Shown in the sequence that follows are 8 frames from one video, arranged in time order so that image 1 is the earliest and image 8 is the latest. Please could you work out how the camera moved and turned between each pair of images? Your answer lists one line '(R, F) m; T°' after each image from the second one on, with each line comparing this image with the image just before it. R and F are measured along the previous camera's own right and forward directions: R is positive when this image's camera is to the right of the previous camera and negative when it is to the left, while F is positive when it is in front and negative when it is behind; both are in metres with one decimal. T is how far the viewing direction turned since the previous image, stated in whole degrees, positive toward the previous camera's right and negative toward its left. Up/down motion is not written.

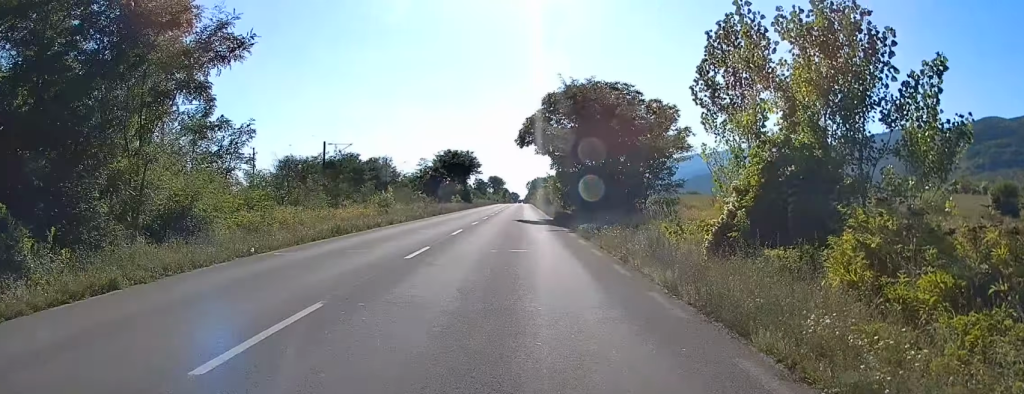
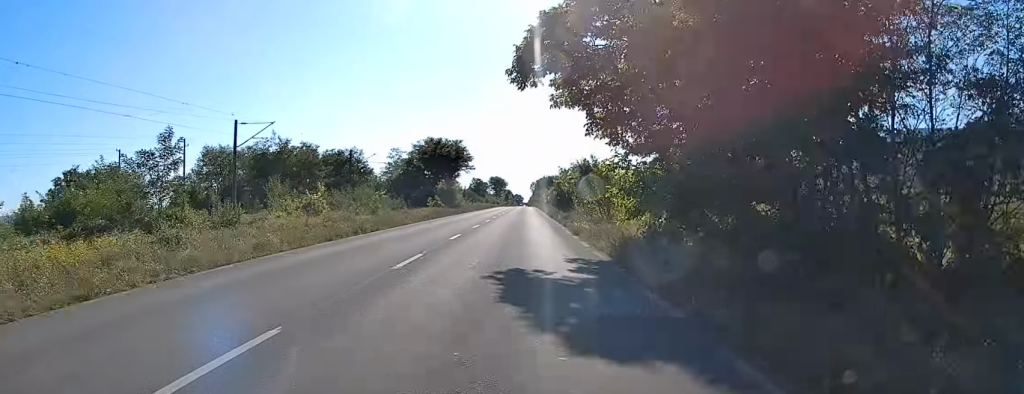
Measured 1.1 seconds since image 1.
(0.0, +28.2) m; 0°
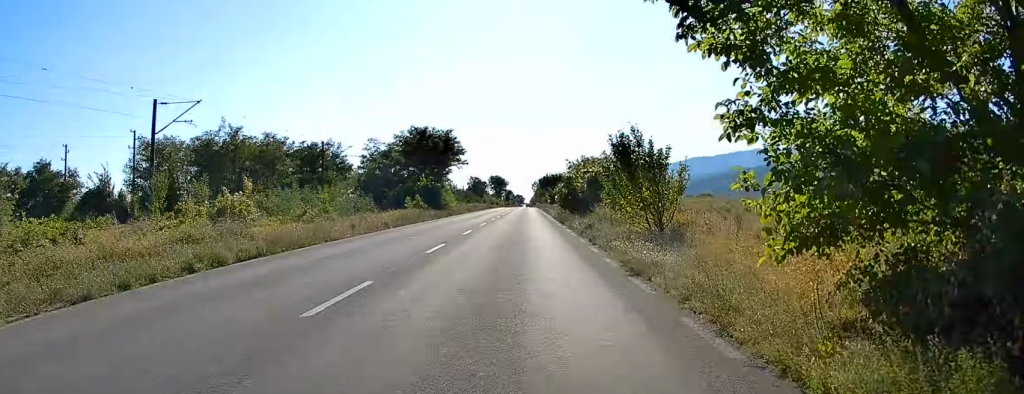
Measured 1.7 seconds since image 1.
(0.0, +14.0) m; 0°
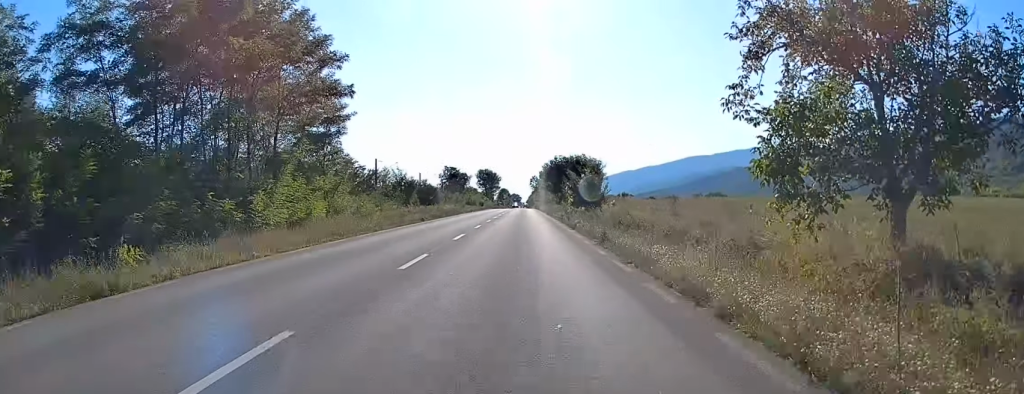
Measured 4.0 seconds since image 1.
(0.0, +57.7) m; 0°
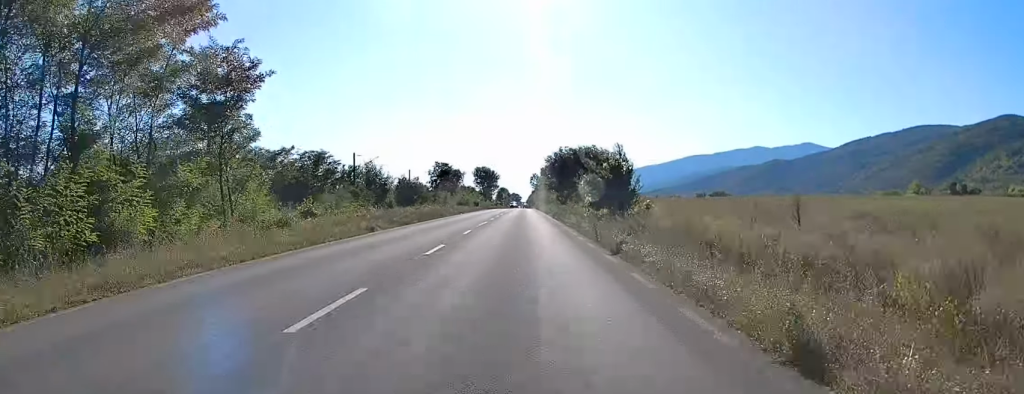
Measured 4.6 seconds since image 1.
(0.0, +14.6) m; 0°
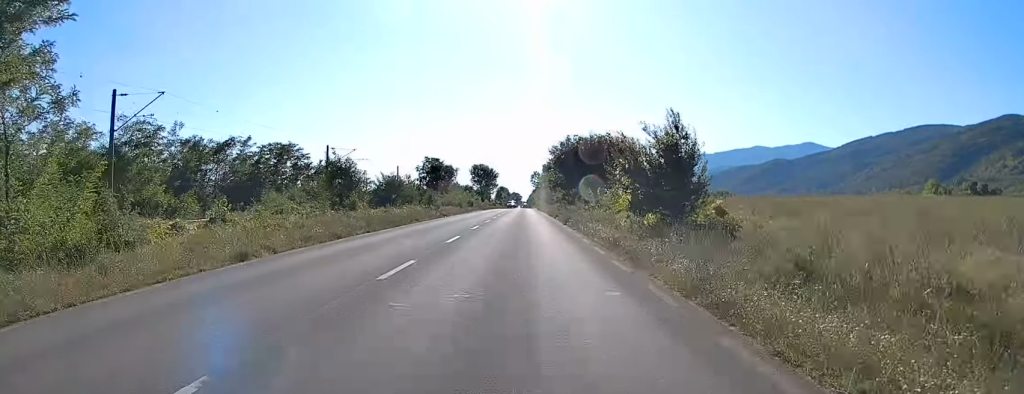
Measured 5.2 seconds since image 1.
(0.0, +13.8) m; 0°
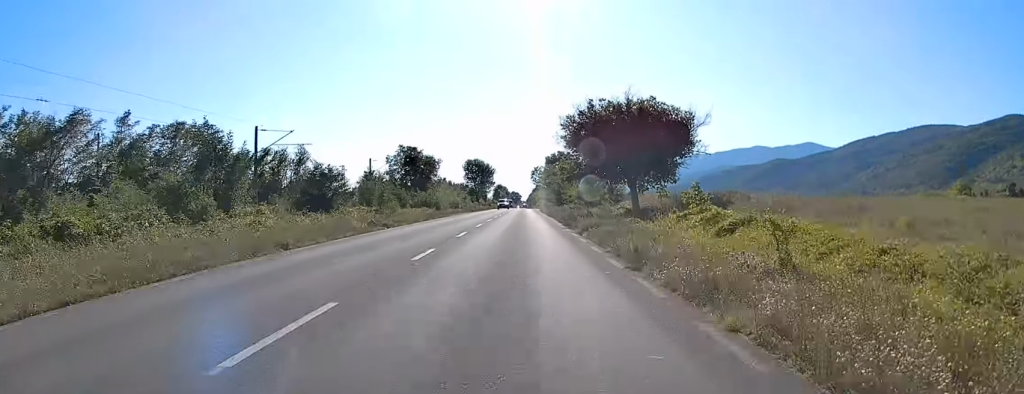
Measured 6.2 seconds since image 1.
(+0.1, +23.4) m; +1°
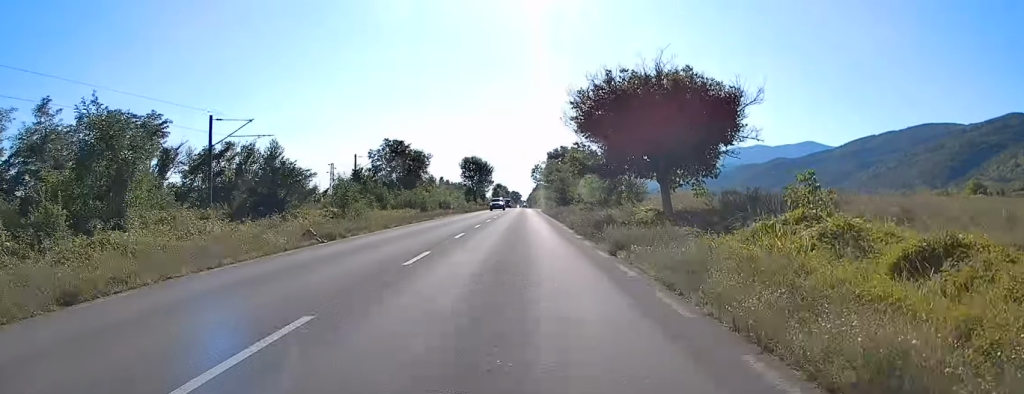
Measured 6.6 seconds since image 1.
(+0.2, +9.7) m; 0°
